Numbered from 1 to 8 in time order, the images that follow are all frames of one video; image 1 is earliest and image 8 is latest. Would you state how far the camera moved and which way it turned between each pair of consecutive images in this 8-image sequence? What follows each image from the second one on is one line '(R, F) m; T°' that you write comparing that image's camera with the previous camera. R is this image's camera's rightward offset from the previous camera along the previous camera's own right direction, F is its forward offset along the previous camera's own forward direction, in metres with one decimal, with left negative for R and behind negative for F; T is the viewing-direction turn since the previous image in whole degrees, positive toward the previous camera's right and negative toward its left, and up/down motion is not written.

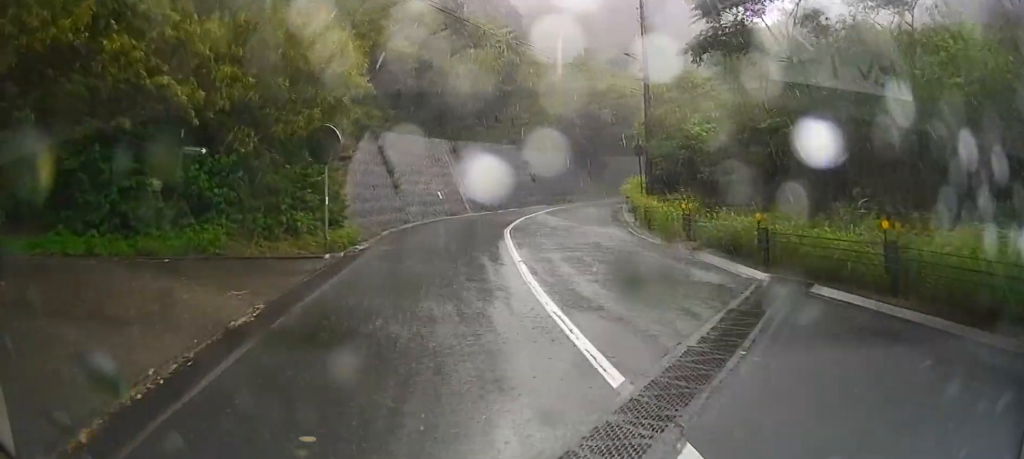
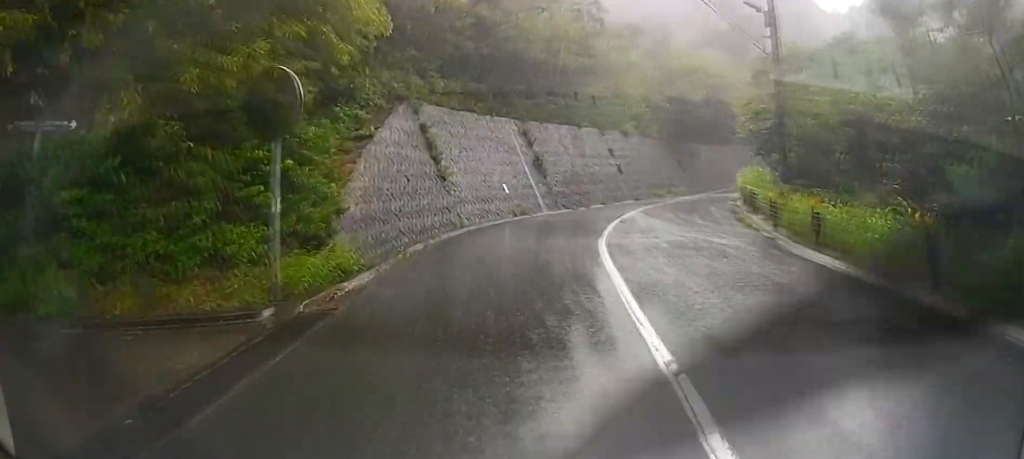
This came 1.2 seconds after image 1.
(-1.0, +7.4) m; -8°
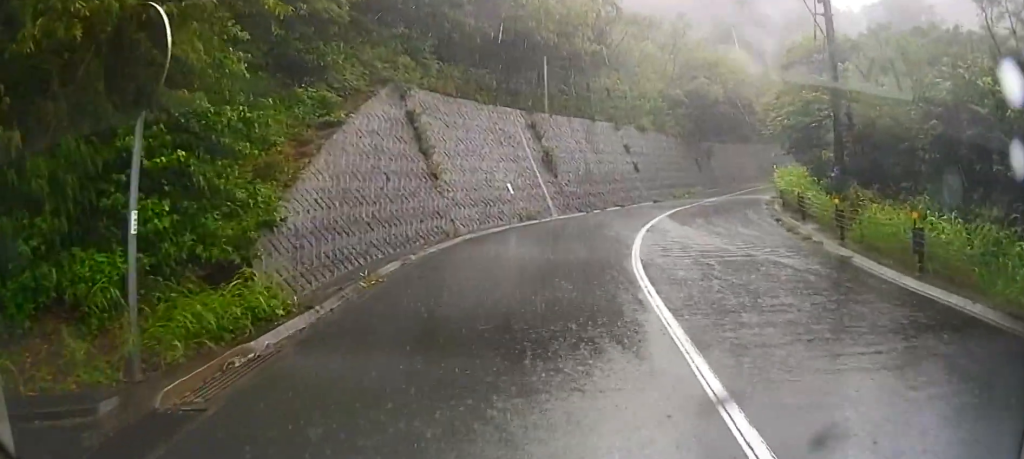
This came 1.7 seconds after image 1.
(-0.2, +3.9) m; +1°
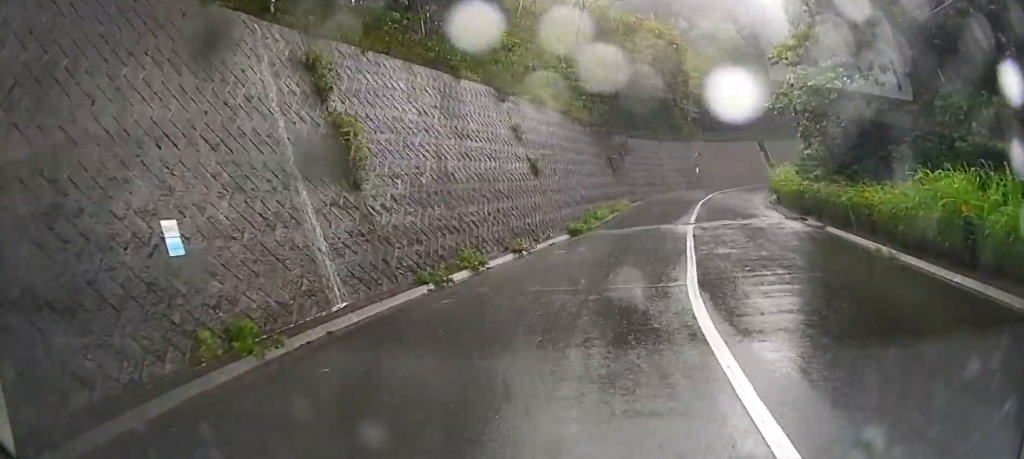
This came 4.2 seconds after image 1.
(+2.4, +17.9) m; +15°
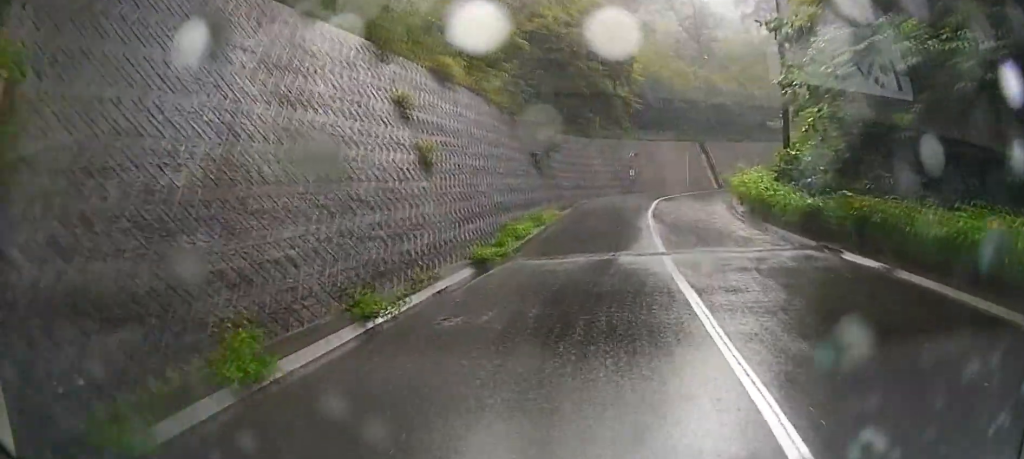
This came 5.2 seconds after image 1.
(+0.3, +7.6) m; +2°
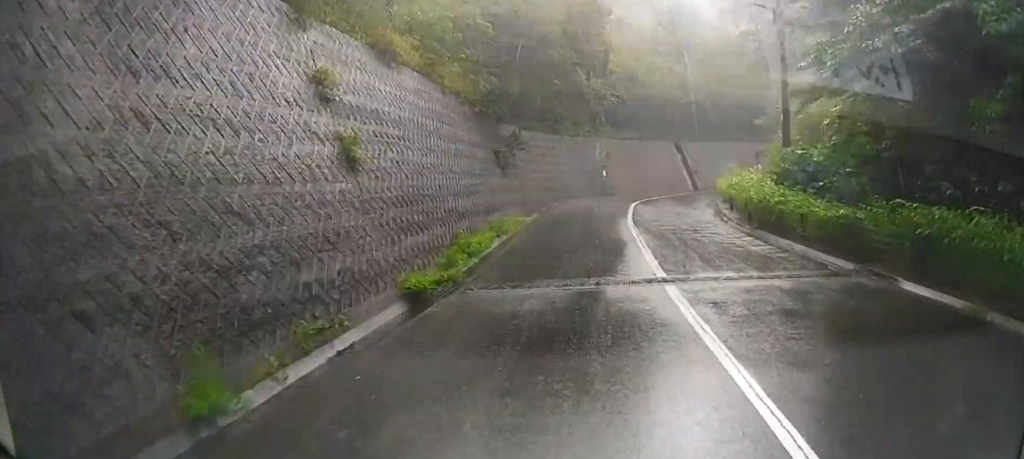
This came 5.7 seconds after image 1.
(0.0, +3.4) m; 0°
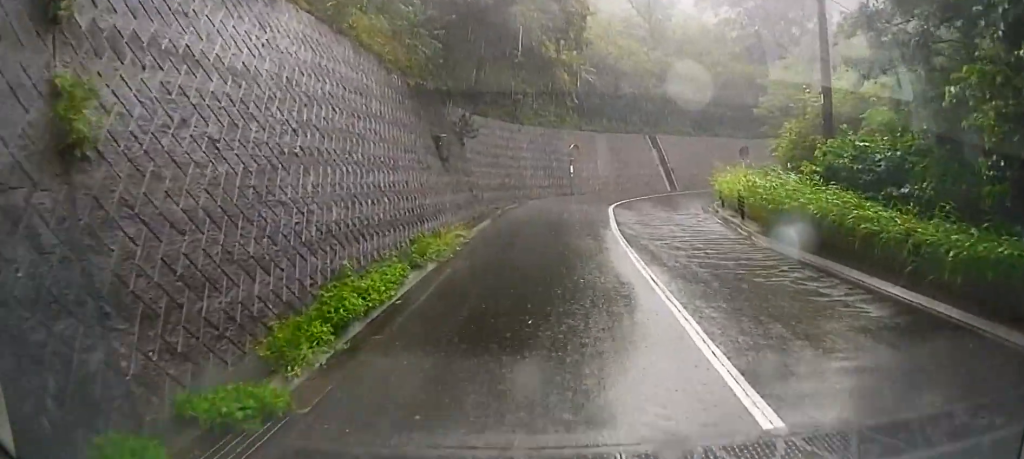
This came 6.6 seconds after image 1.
(-0.1, +6.5) m; +8°
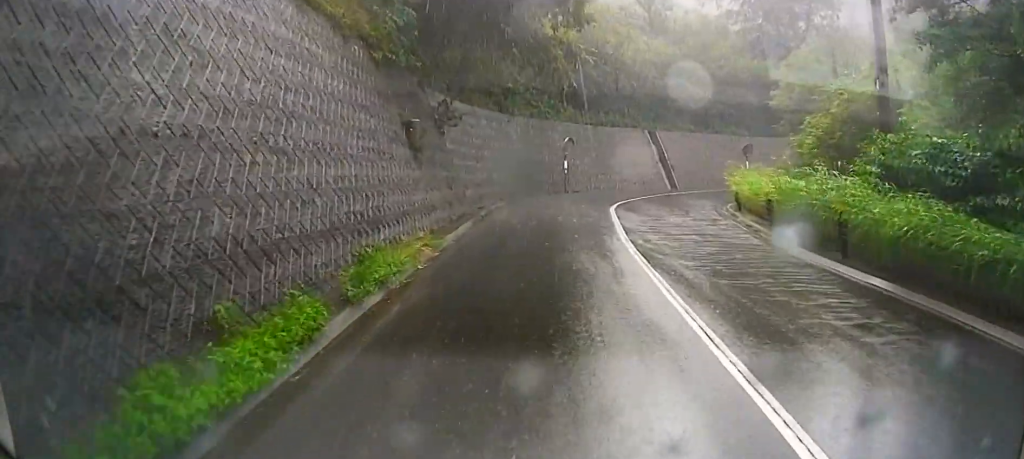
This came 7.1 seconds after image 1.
(+0.5, +3.4) m; +1°
